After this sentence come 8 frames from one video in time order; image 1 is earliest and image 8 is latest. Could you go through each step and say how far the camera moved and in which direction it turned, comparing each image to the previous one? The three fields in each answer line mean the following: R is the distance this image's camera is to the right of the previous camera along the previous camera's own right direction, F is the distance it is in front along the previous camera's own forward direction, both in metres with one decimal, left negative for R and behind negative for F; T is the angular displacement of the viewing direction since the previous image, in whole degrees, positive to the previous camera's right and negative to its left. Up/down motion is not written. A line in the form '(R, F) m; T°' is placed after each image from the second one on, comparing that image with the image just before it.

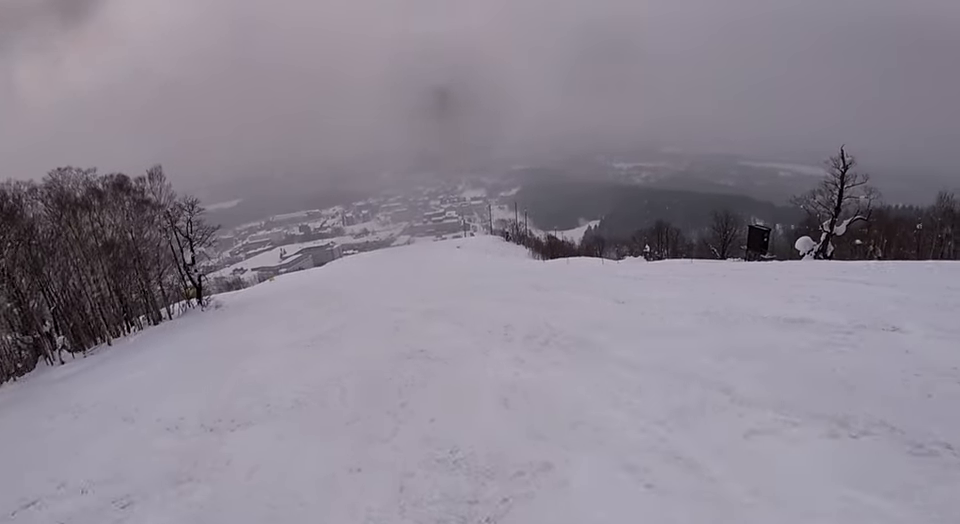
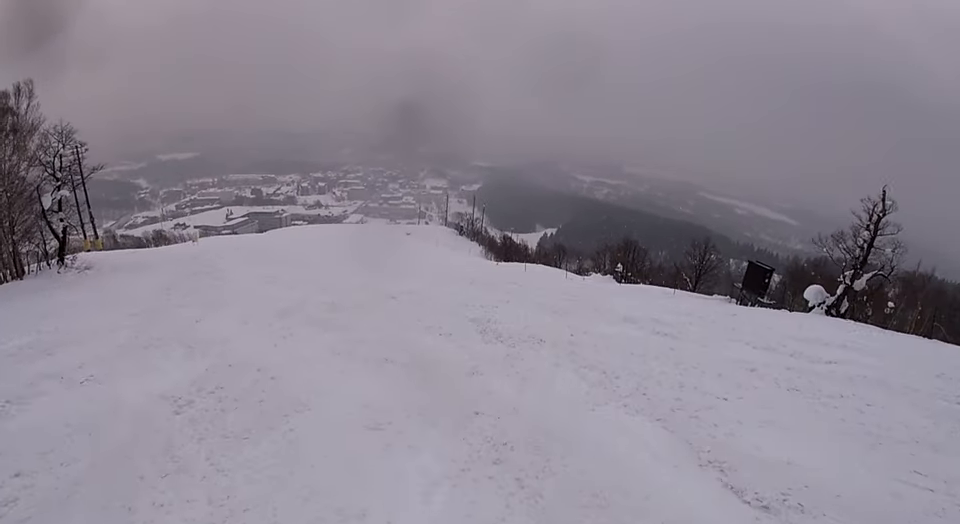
(+0.4, +9.4) m; -4°
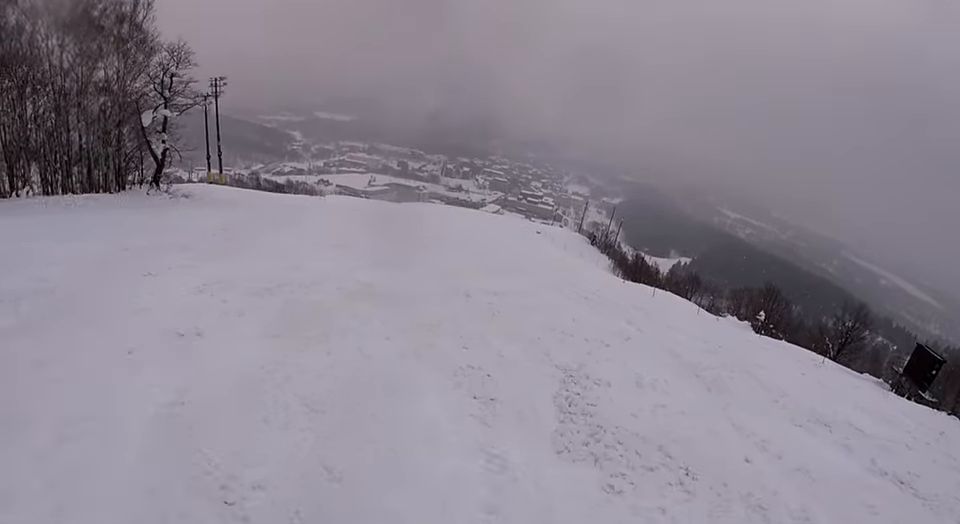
(-0.4, +4.5) m; -5°
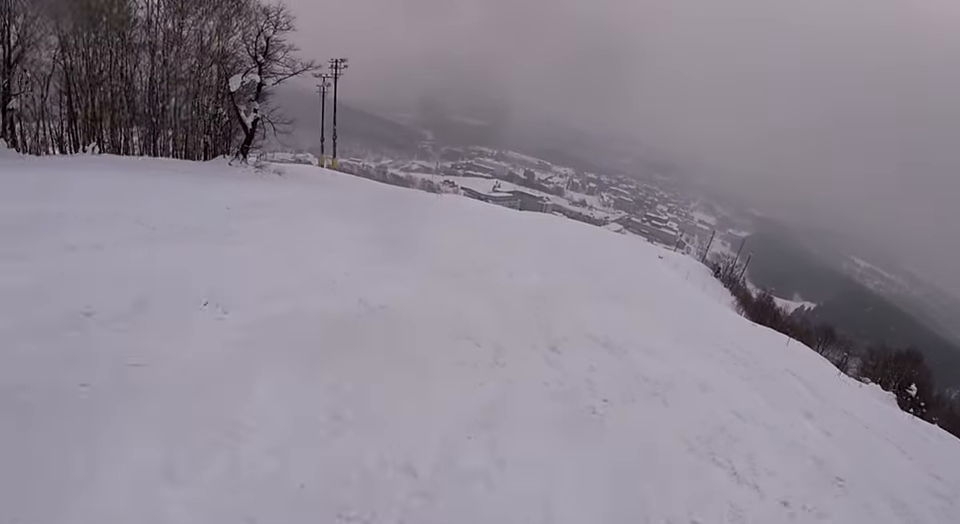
(-0.1, +4.5) m; -7°
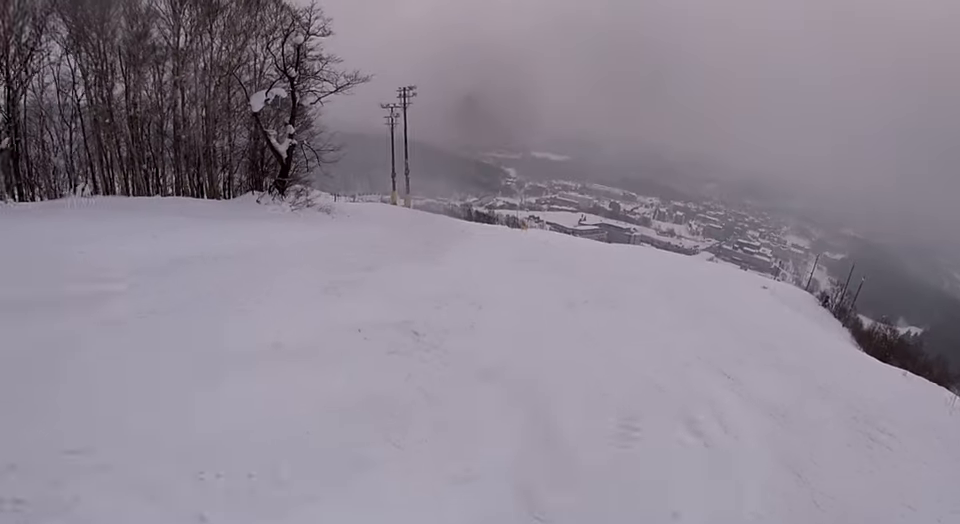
(-0.7, +6.9) m; -11°
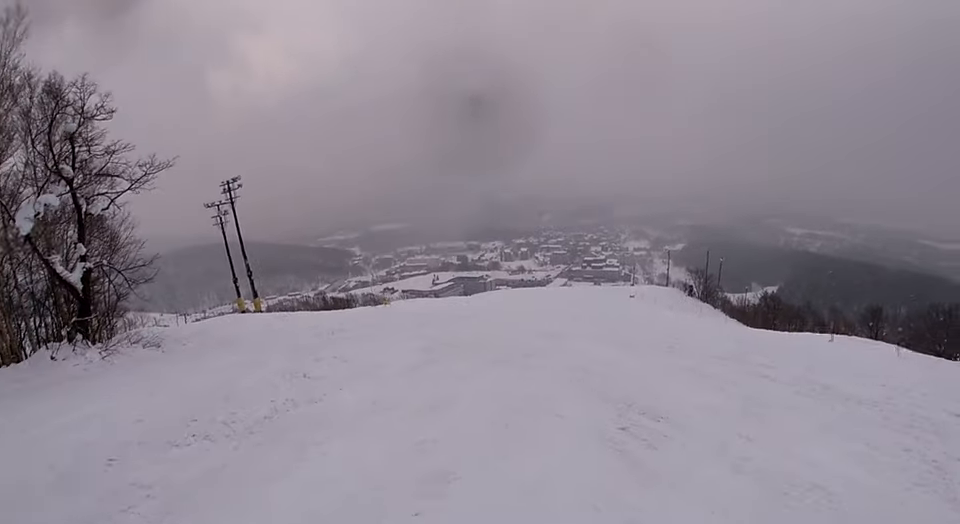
(-0.7, +6.0) m; 0°
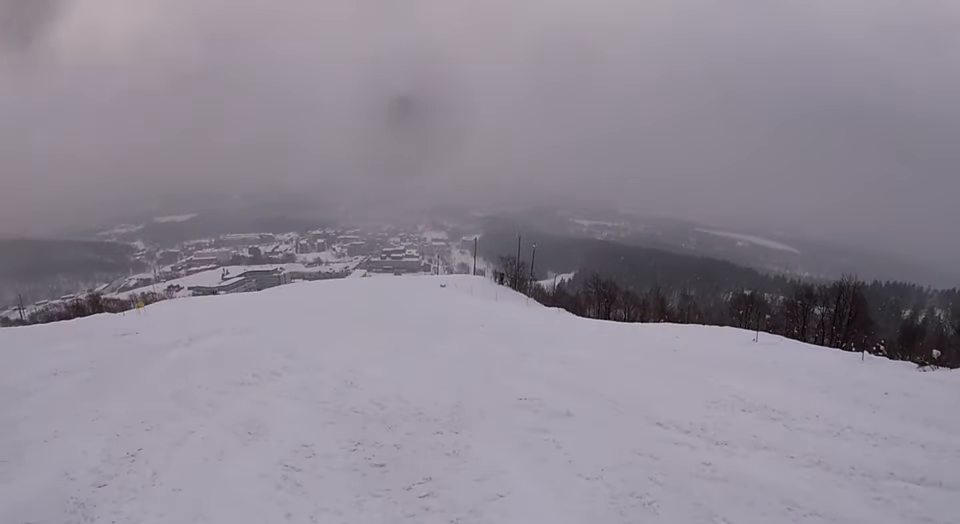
(+5.3, +12.9) m; +26°
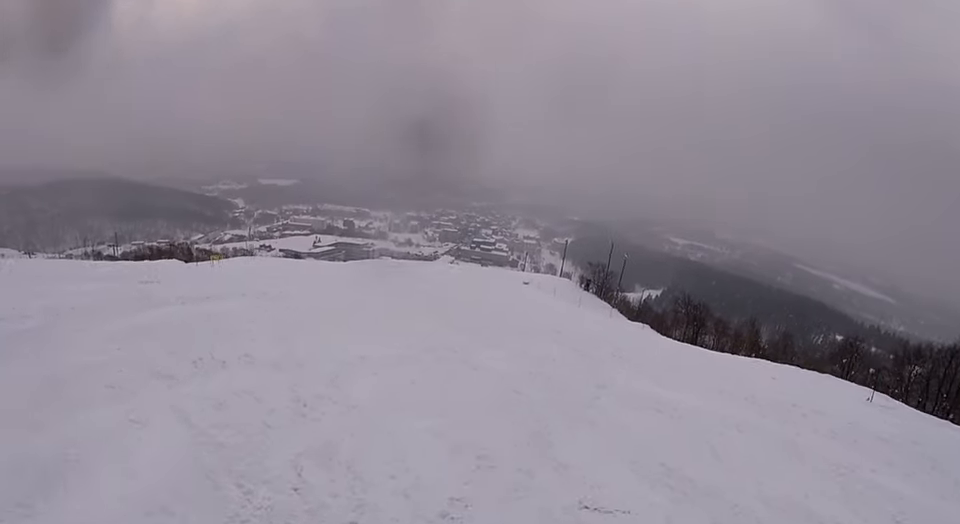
(-0.4, +3.2) m; -11°
